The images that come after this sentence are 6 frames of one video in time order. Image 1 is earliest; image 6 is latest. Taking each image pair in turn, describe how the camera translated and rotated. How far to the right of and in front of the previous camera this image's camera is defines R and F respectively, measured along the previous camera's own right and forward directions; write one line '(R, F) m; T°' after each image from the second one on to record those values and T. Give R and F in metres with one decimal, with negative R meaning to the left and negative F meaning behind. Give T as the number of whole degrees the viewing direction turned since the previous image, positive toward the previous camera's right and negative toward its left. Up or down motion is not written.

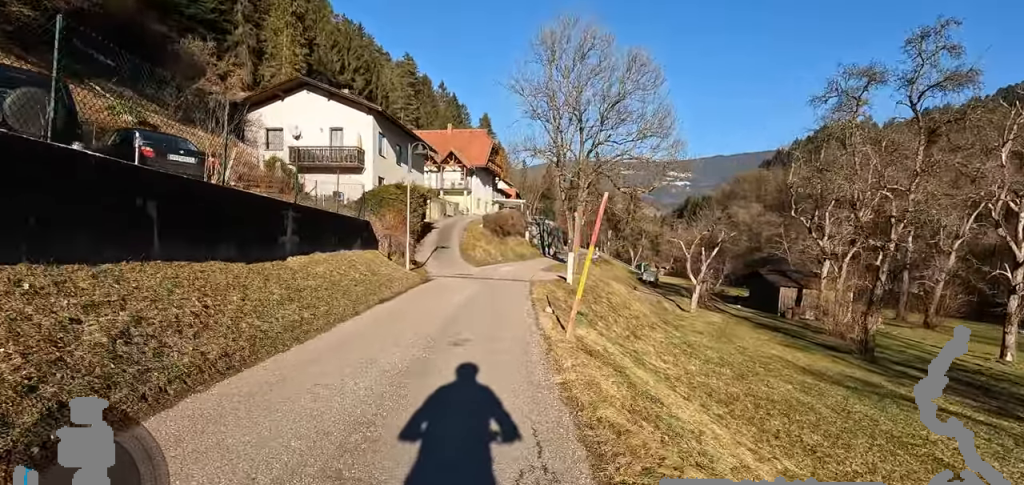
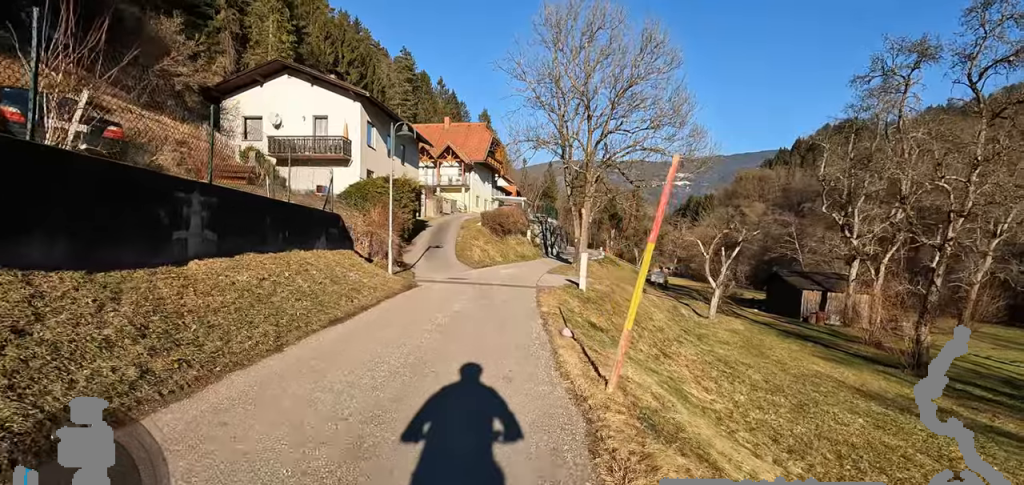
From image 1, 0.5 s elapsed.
(+0.8, +2.9) m; 0°
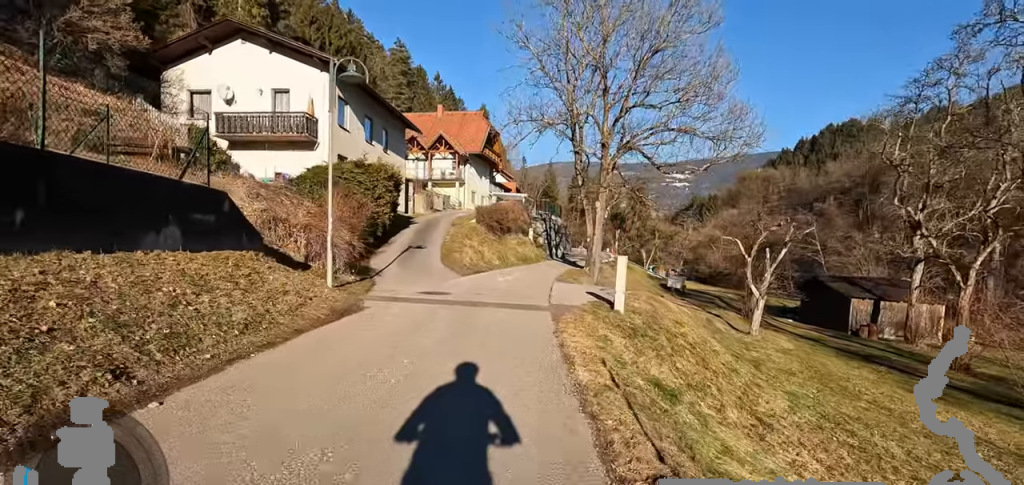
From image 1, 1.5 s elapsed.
(-1.5, +5.2) m; -1°
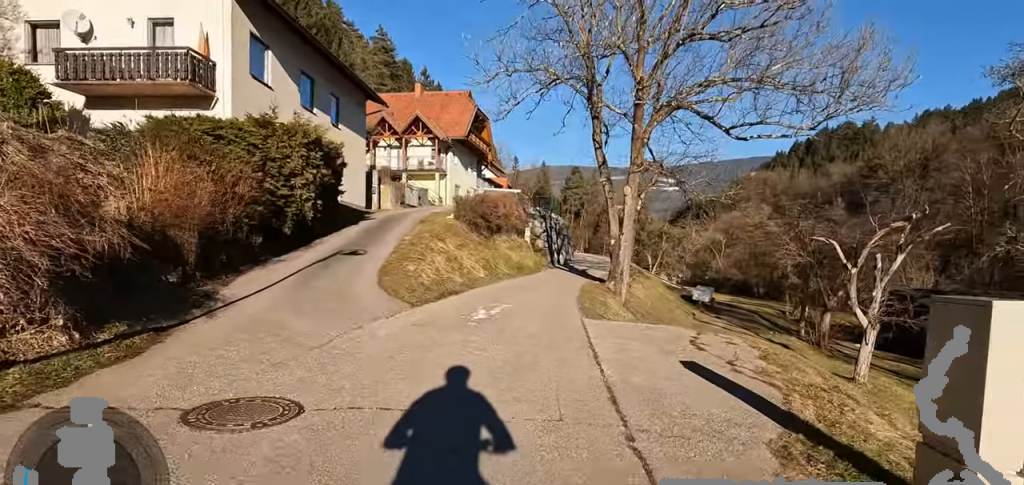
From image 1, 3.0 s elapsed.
(+1.5, +7.8) m; +6°
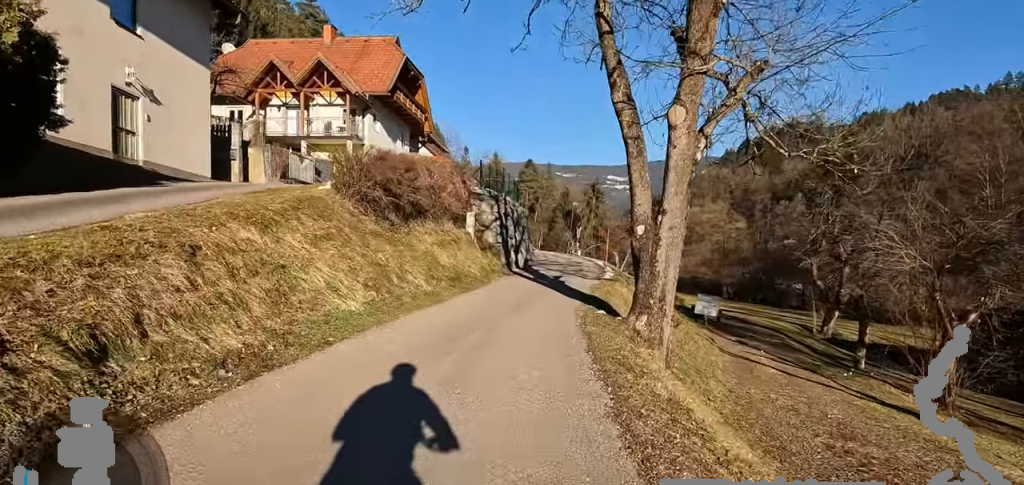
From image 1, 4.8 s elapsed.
(-0.4, +10.4) m; +6°
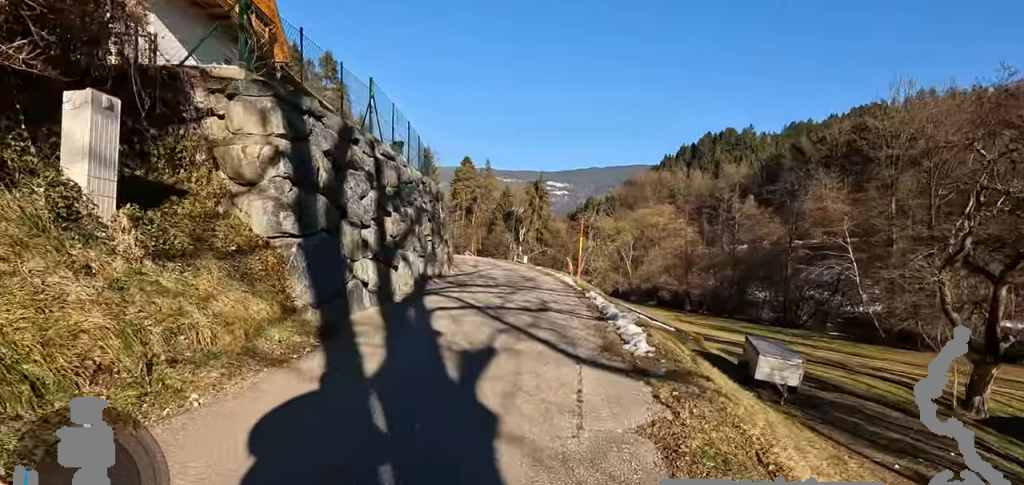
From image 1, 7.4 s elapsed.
(+1.7, +14.2) m; -1°
